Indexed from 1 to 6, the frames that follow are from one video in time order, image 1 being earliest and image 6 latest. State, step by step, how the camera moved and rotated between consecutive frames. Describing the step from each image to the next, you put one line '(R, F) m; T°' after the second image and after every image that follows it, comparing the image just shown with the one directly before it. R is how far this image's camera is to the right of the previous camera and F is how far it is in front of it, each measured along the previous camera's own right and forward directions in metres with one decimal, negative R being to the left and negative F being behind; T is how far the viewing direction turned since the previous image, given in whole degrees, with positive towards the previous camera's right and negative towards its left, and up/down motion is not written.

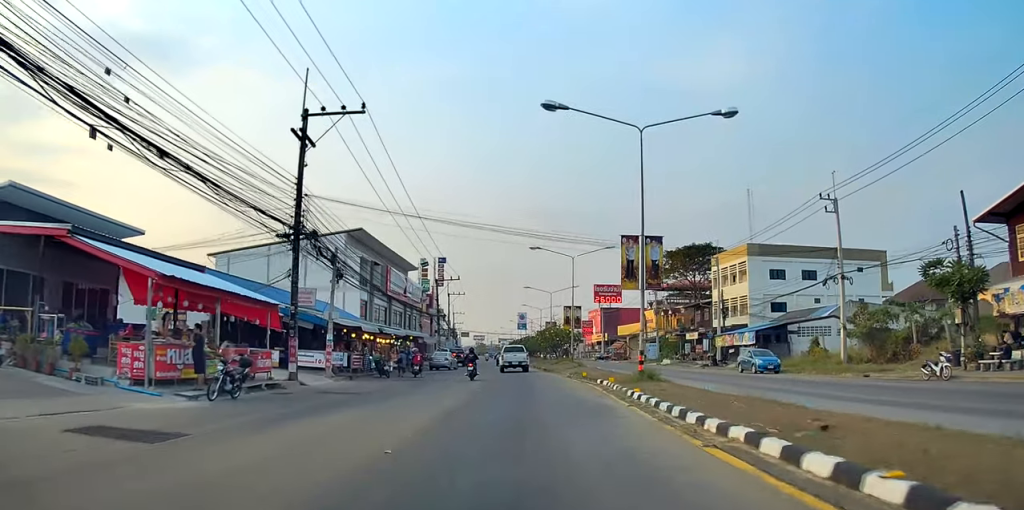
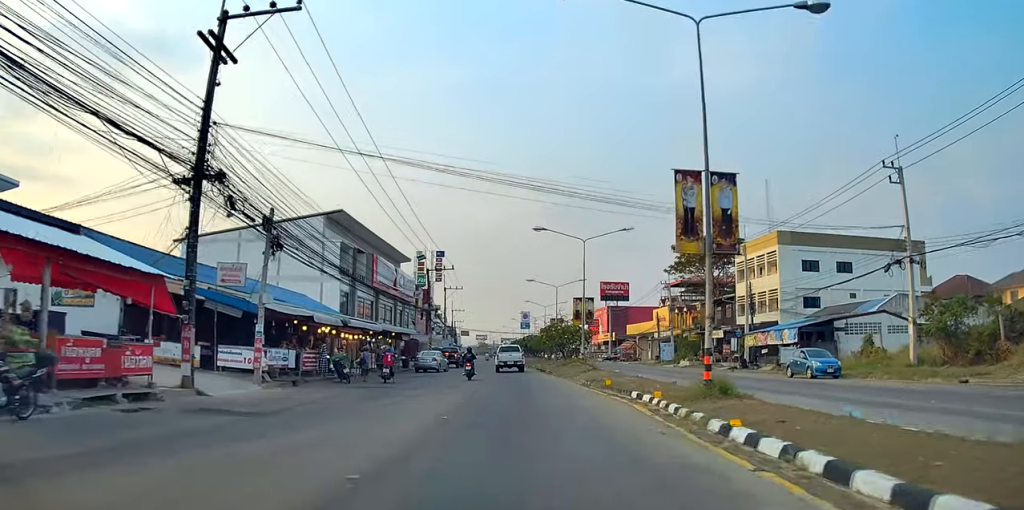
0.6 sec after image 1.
(+0.2, +7.6) m; -1°
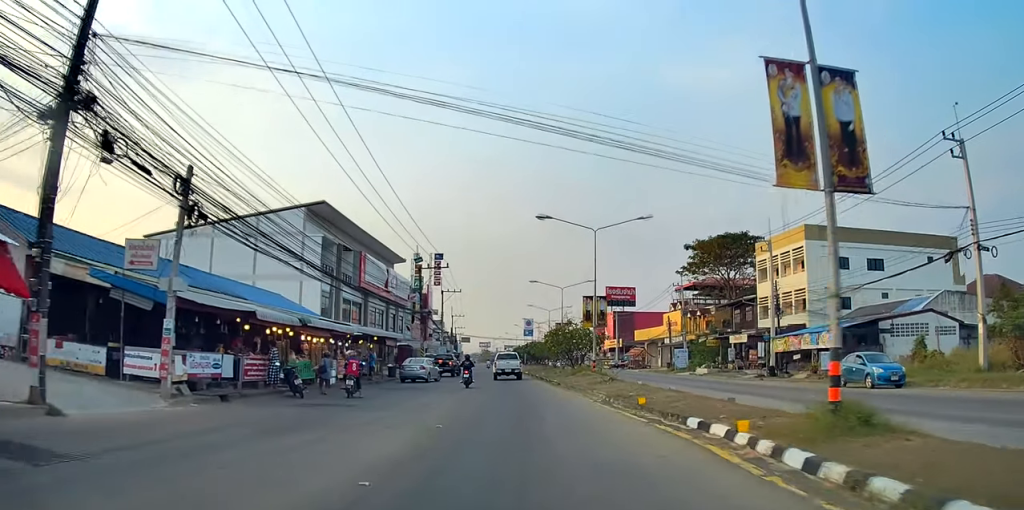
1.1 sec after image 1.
(-0.3, +6.0) m; -2°
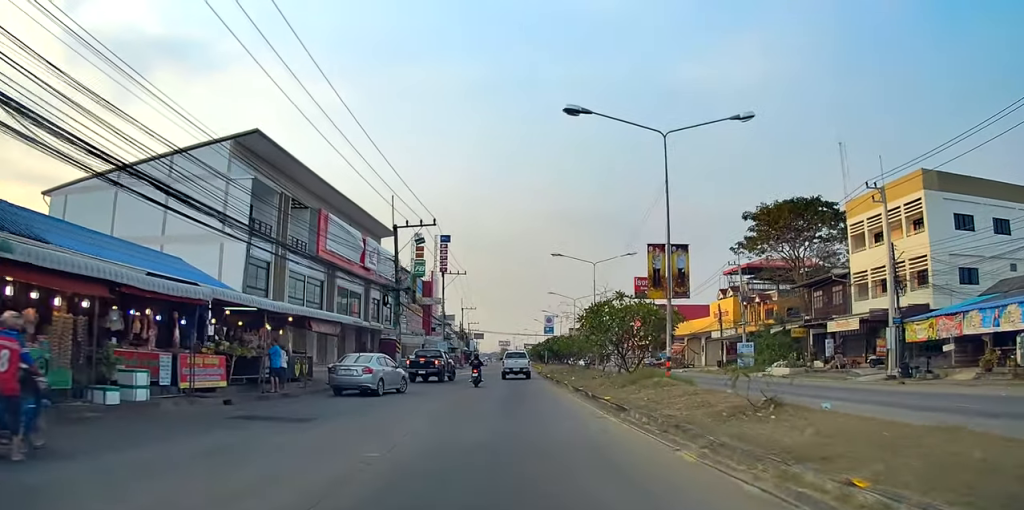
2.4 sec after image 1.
(-0.4, +16.0) m; -1°
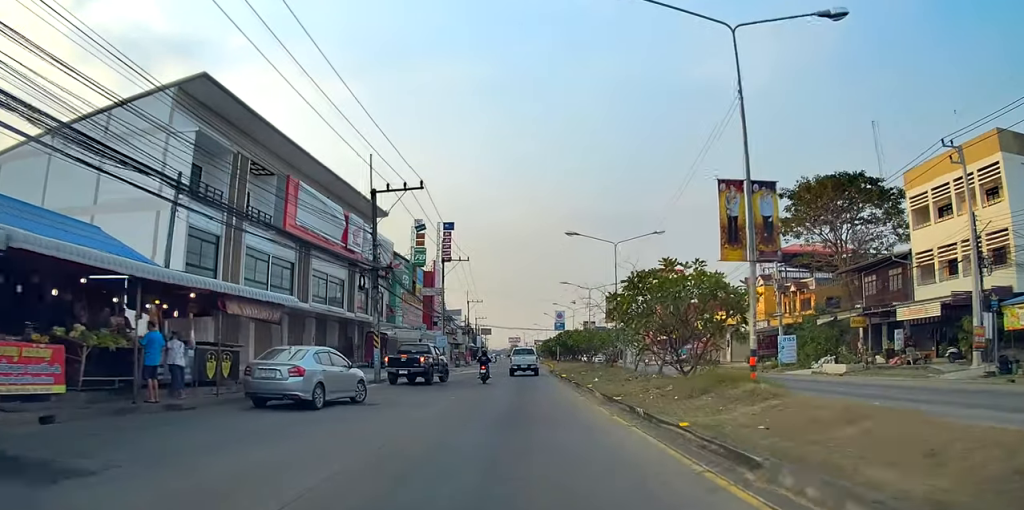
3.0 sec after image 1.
(0.0, +7.4) m; 0°
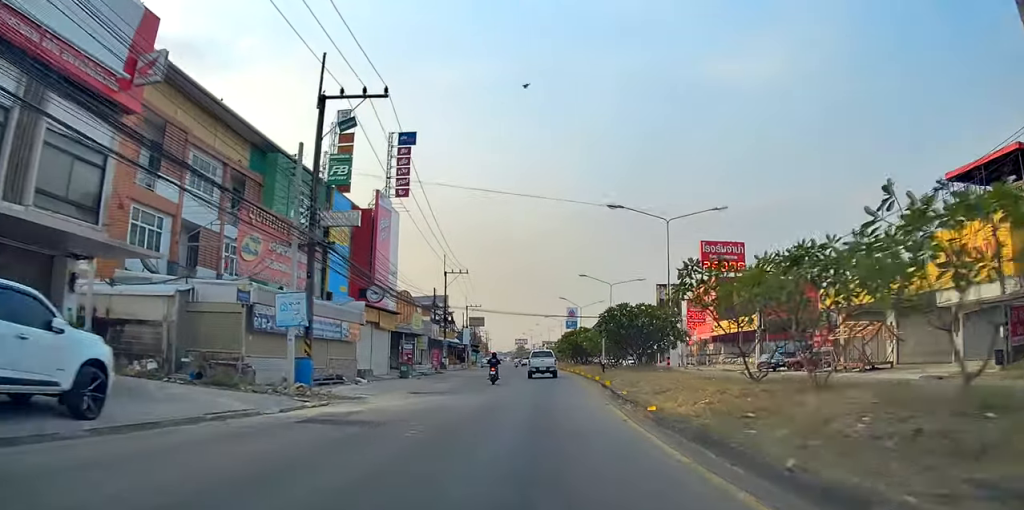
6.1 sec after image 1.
(-0.1, +38.5) m; 0°
